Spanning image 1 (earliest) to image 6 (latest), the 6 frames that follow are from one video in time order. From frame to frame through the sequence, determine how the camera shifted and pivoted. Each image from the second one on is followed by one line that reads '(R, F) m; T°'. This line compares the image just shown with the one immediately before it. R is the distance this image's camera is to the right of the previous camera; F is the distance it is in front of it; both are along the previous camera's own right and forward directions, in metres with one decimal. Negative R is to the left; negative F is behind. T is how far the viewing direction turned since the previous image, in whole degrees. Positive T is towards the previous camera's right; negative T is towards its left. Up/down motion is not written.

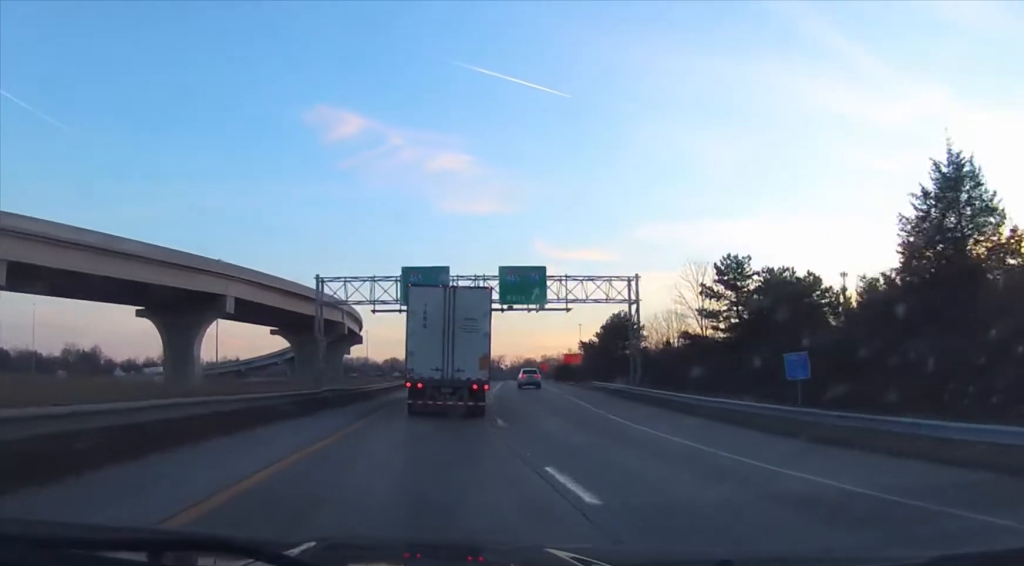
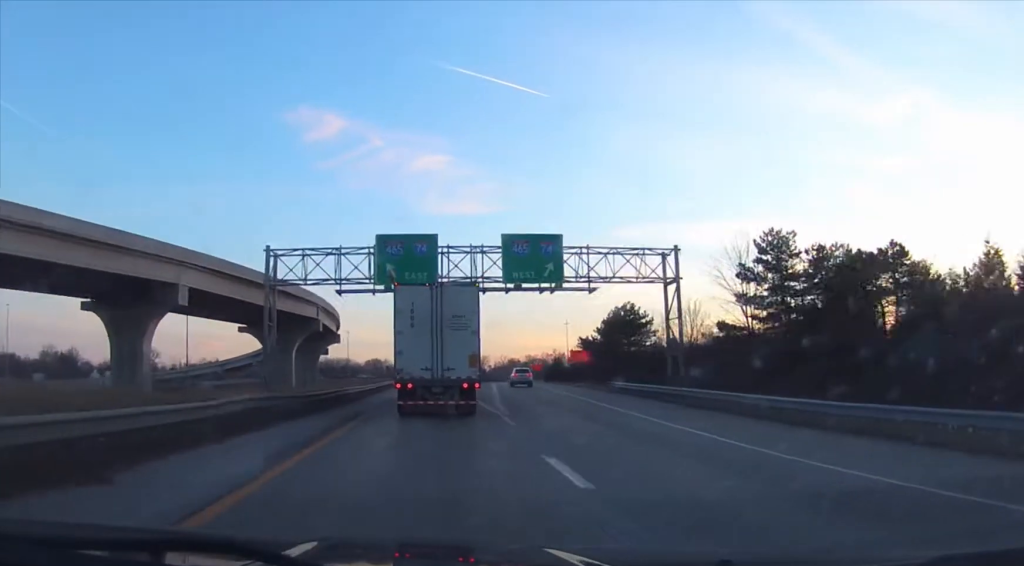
(0.0, +11.0) m; 0°
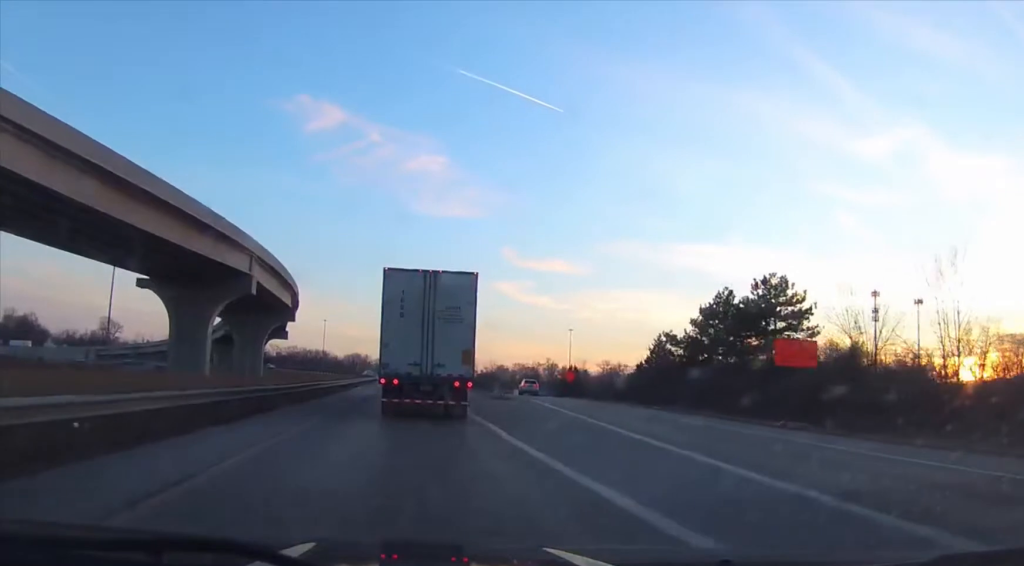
(+1.5, +40.1) m; +4°
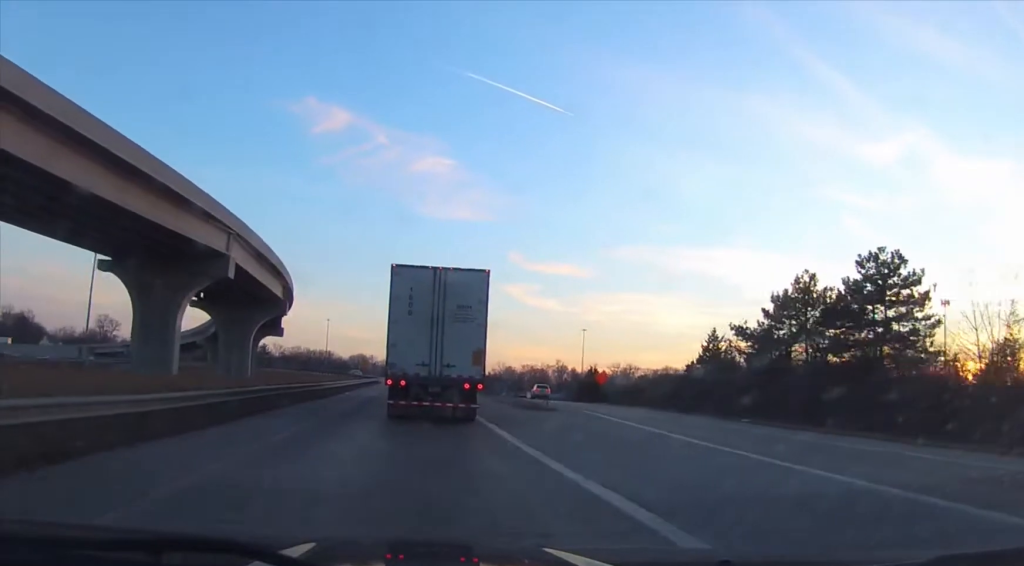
(+0.1, +12.8) m; +1°
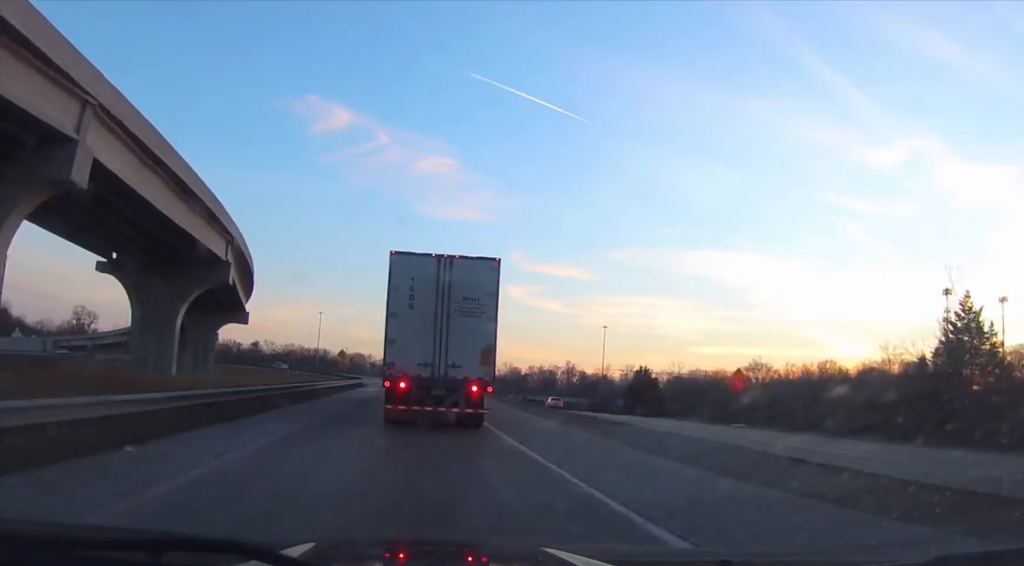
(+0.4, +33.0) m; 0°
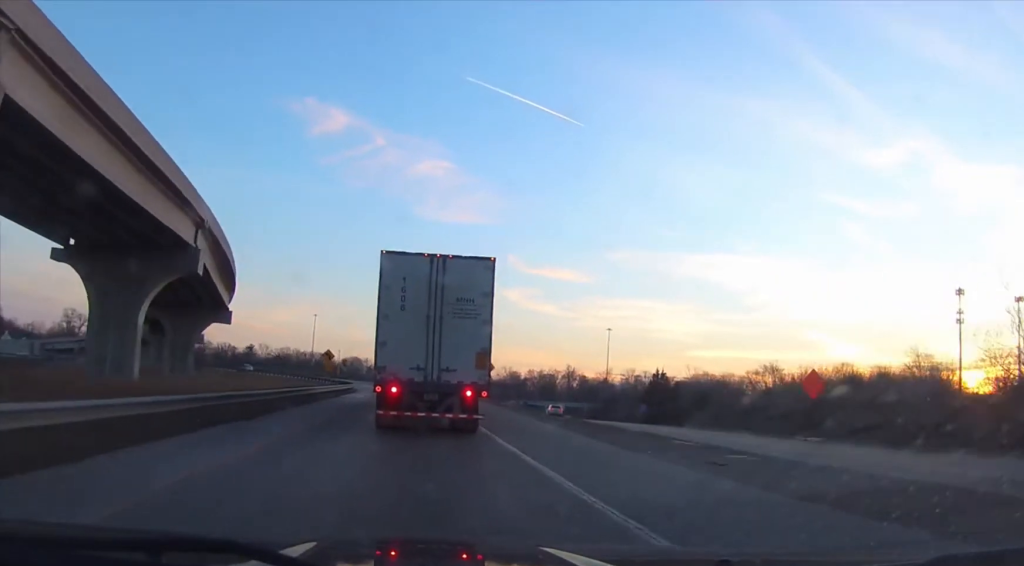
(-0.1, +9.7) m; -1°
